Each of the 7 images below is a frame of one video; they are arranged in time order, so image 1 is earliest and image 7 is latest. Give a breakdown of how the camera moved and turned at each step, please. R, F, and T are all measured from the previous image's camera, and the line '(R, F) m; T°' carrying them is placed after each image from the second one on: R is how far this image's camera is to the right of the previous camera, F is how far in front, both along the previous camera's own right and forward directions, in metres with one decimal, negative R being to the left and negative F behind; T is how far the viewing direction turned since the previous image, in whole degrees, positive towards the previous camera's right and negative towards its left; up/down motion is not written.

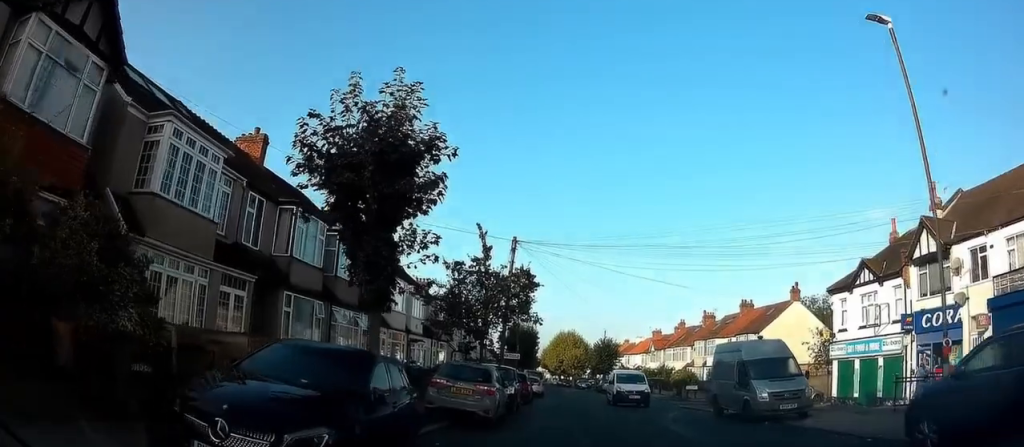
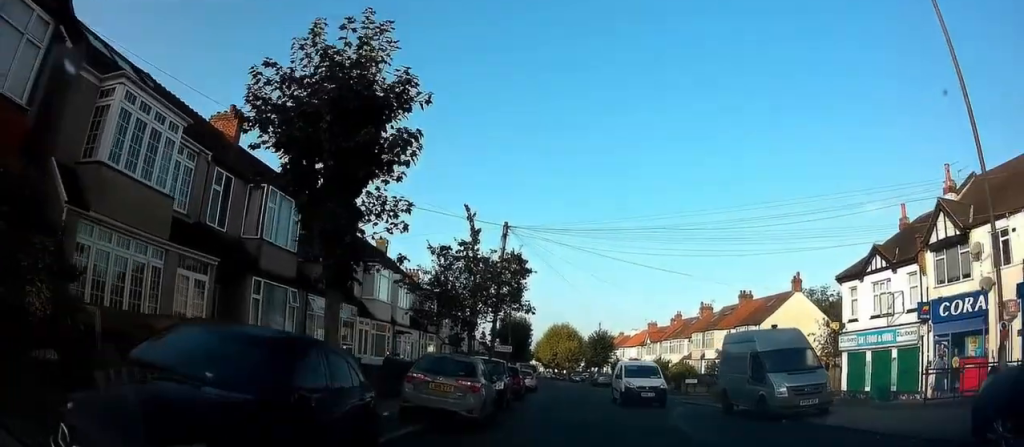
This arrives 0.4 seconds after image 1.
(0.0, +1.9) m; +1°
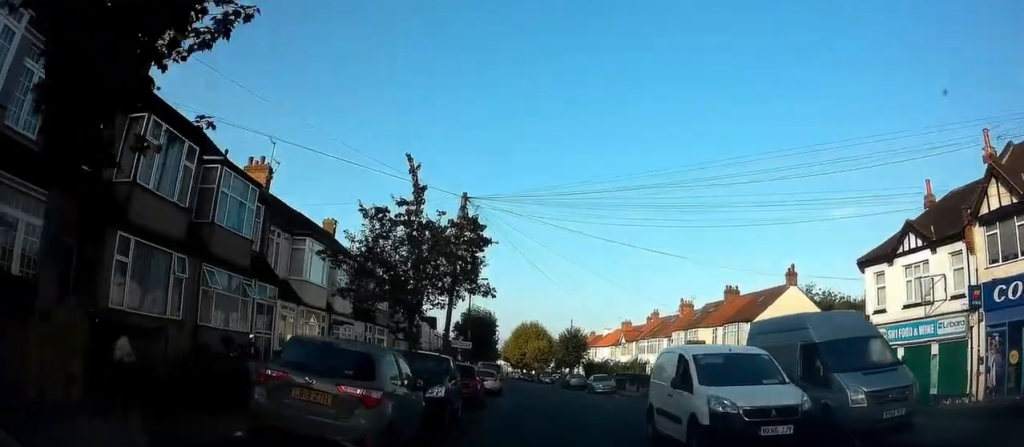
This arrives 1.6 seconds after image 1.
(+0.1, +5.3) m; +2°
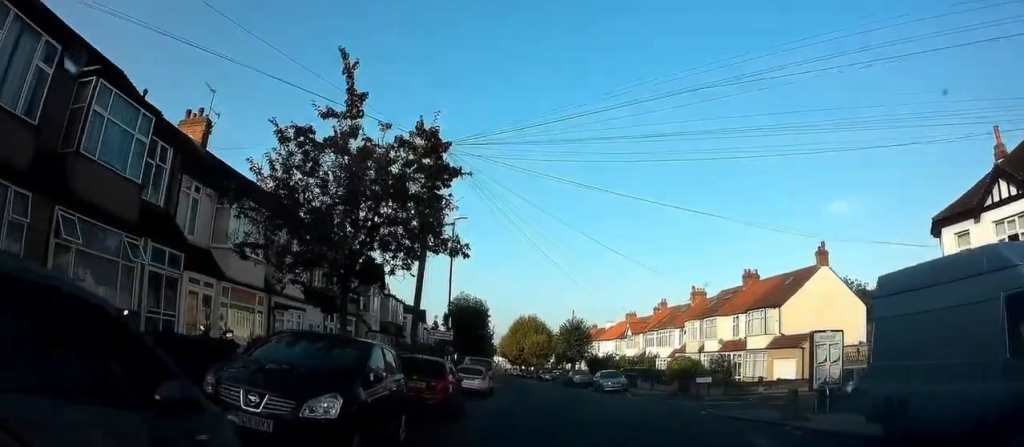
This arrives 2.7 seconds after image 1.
(0.0, +6.1) m; 0°
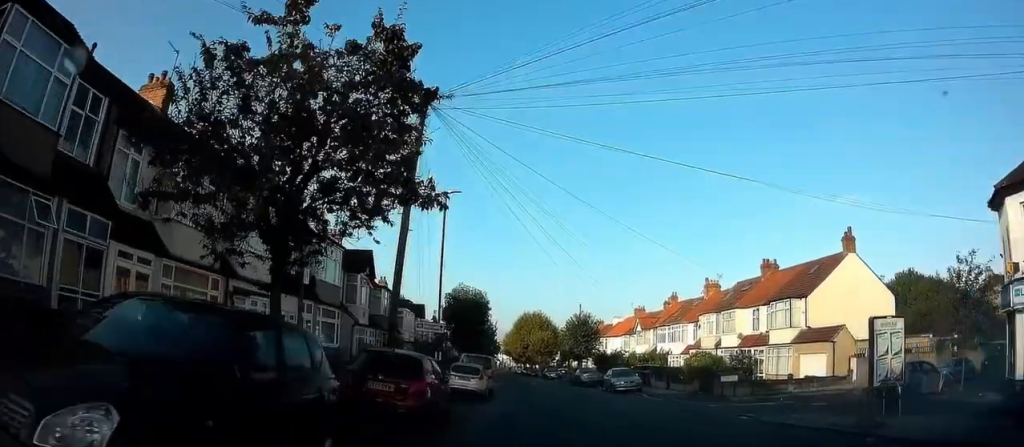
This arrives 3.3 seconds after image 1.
(0.0, +3.0) m; 0°
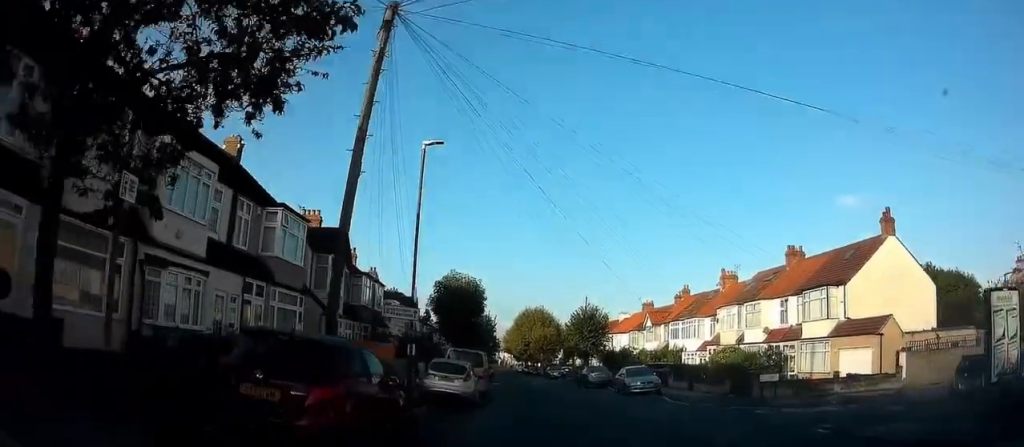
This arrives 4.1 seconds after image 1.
(0.0, +3.3) m; 0°
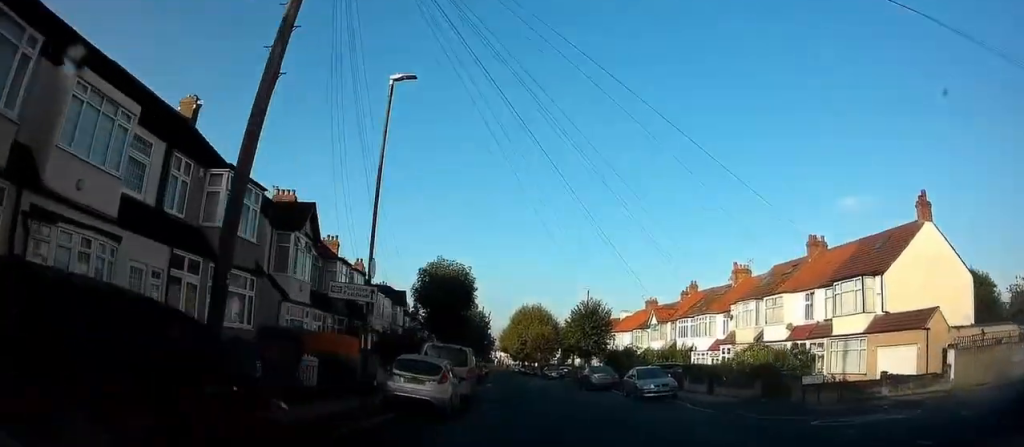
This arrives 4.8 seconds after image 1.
(0.0, +1.8) m; 0°
